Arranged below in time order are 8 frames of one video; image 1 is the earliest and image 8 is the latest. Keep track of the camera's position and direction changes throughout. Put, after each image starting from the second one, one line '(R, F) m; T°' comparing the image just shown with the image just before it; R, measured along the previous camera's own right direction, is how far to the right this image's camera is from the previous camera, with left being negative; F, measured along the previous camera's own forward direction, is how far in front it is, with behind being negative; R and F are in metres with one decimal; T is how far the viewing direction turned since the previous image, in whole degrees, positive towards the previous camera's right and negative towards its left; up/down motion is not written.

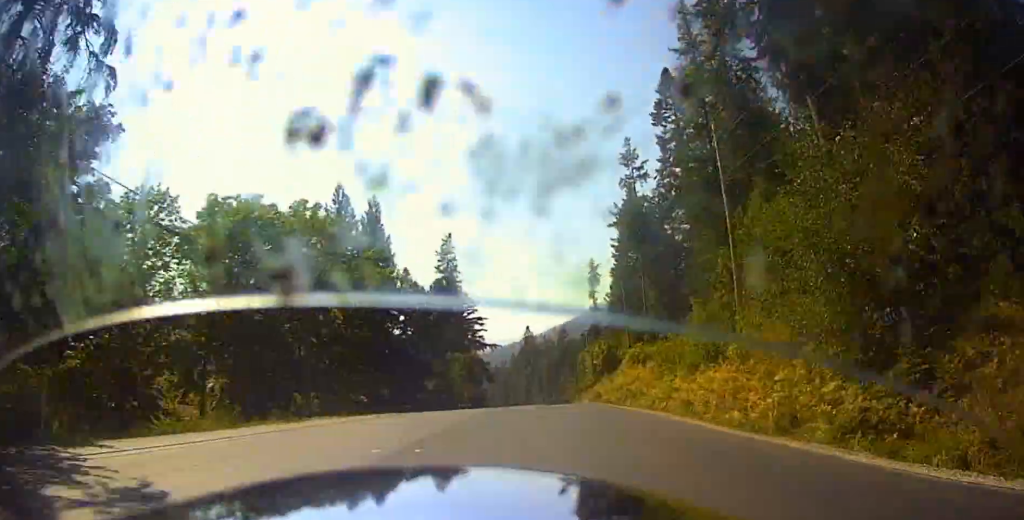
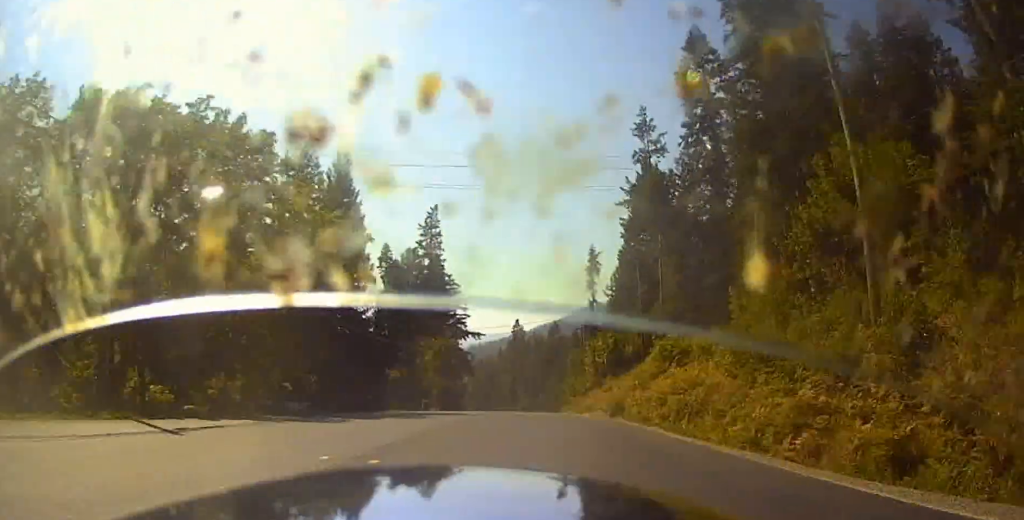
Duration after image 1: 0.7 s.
(0.0, +15.6) m; -7°
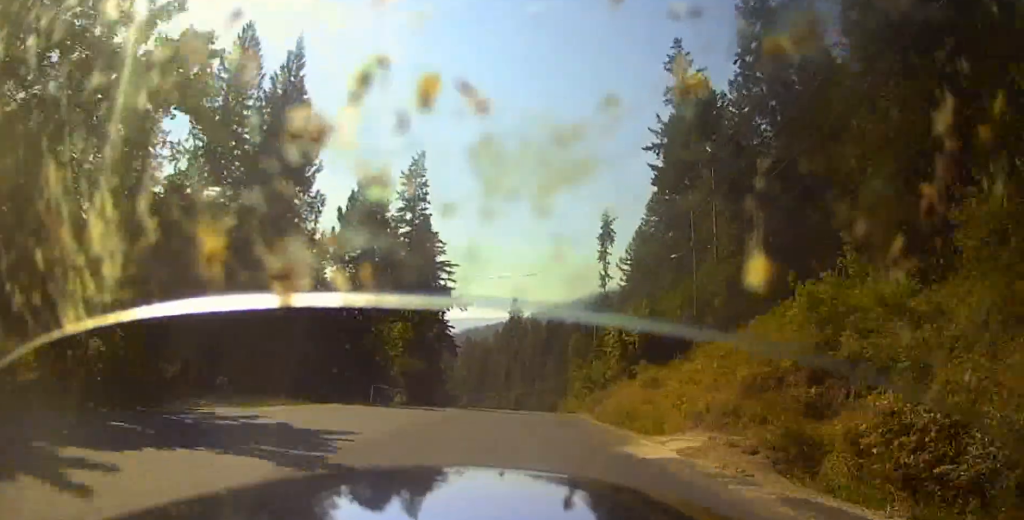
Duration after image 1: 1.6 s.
(-2.4, +14.6) m; -1°
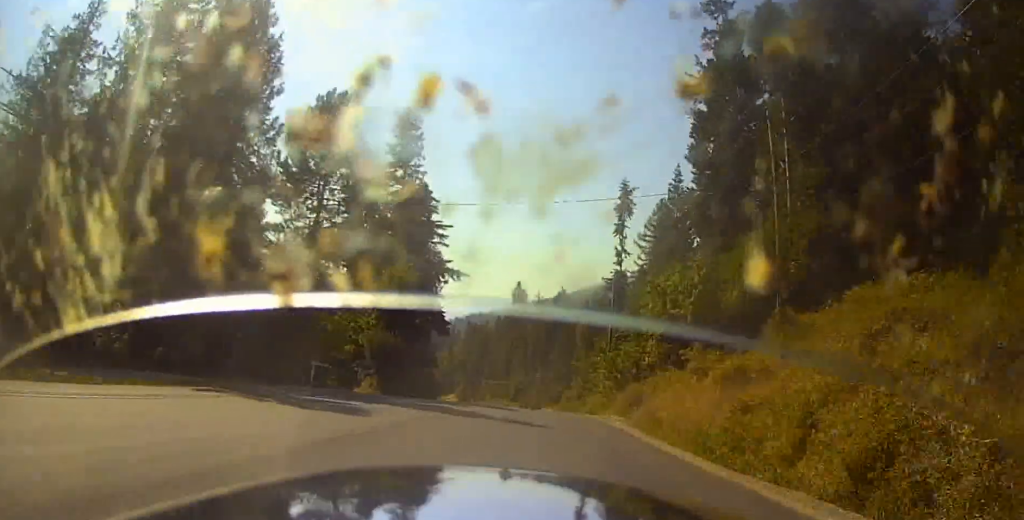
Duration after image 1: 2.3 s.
(+1.2, +11.9) m; +4°
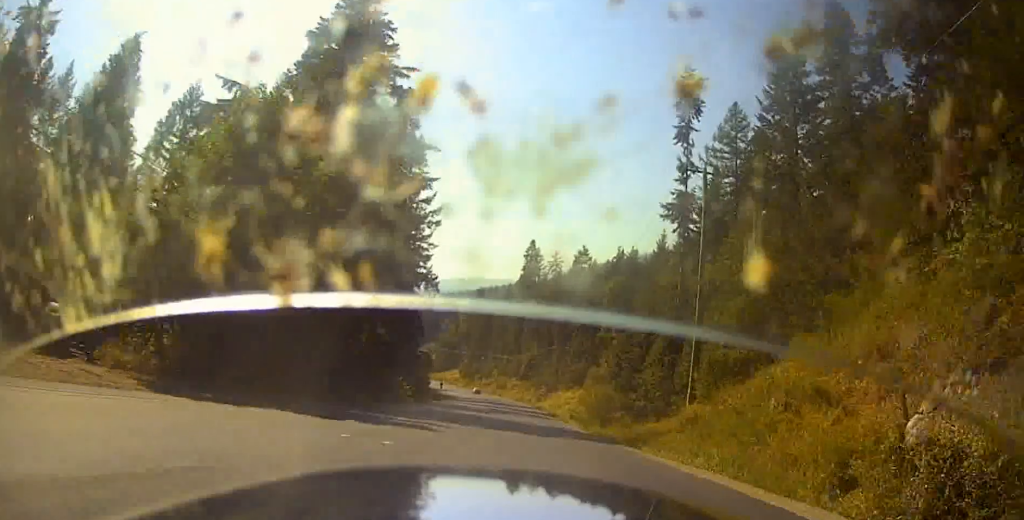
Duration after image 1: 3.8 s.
(+1.6, +36.4) m; +1°
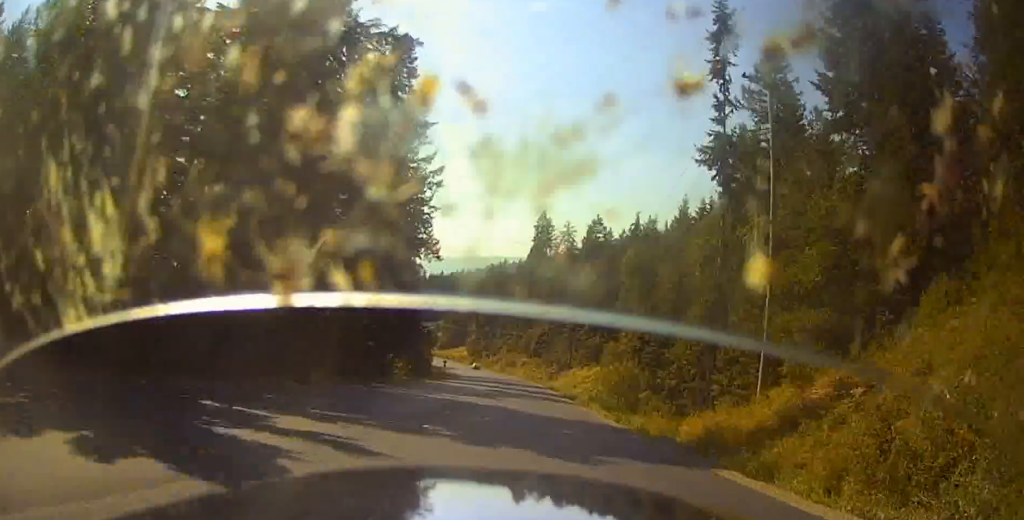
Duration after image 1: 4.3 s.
(-0.2, +11.0) m; -2°
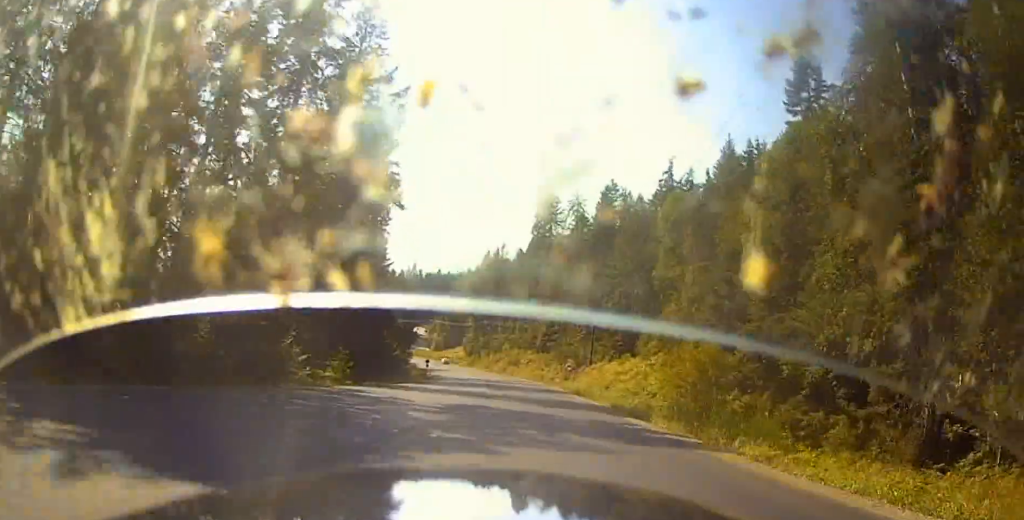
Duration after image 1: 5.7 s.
(-1.5, +28.9) m; -4°
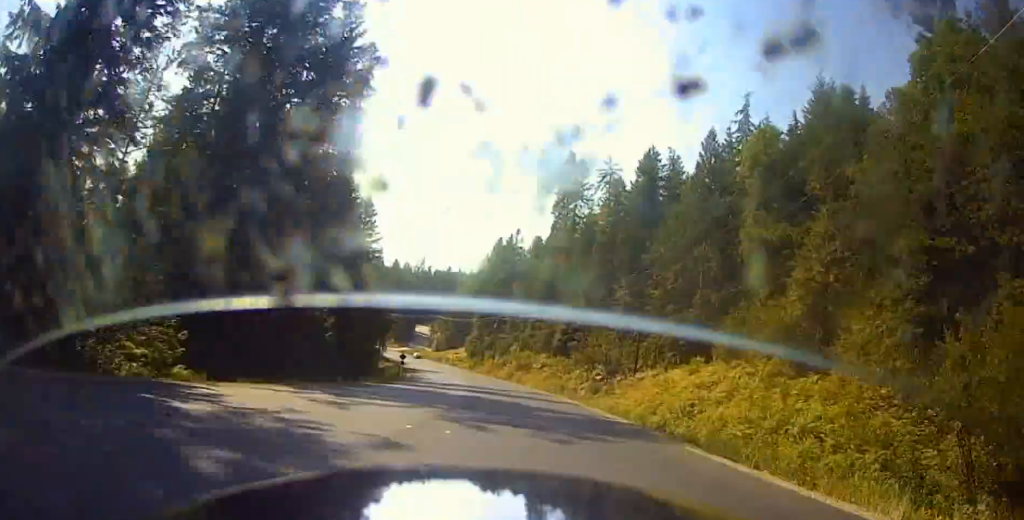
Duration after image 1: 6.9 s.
(+0.1, +29.1) m; -1°
